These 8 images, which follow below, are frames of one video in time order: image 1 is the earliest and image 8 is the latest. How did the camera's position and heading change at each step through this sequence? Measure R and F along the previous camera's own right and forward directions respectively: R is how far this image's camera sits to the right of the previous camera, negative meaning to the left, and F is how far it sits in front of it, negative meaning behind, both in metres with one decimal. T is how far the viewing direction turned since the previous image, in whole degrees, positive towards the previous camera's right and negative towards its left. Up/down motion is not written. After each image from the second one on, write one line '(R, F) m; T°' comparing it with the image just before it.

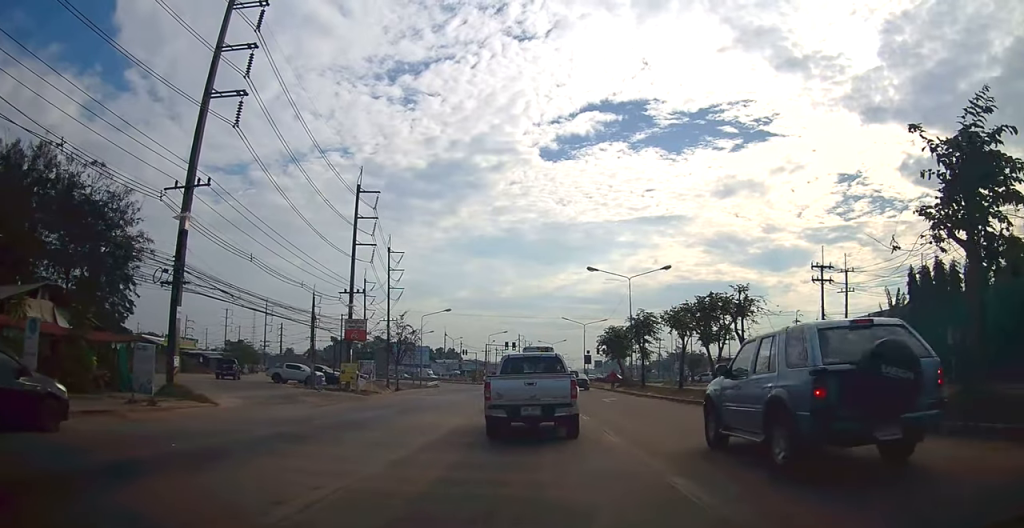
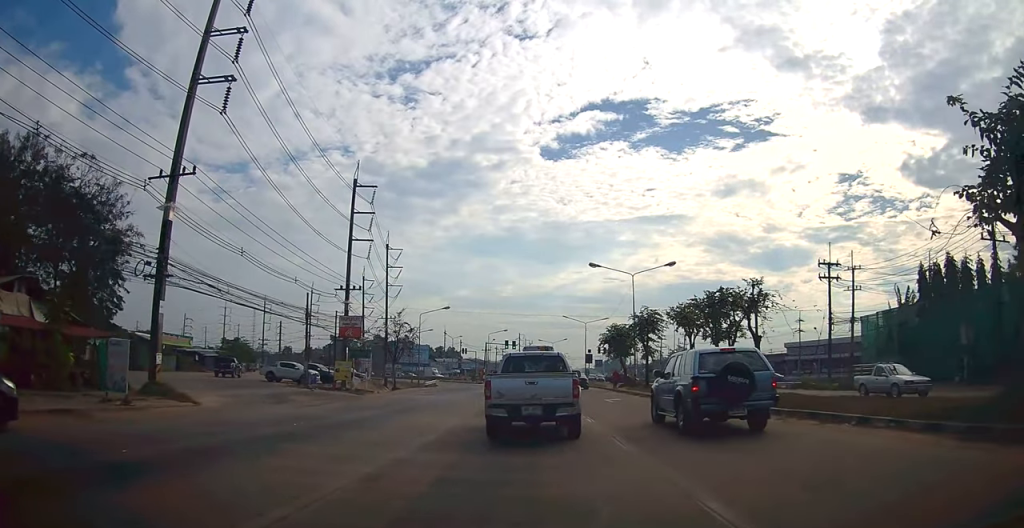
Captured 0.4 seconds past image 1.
(0.0, +1.3) m; 0°
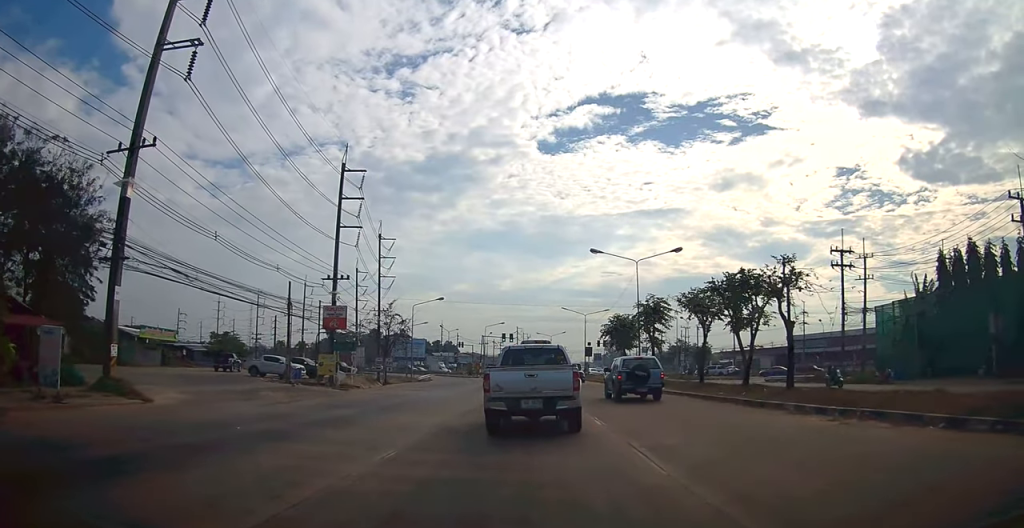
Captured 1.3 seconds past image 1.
(0.0, +2.8) m; +1°
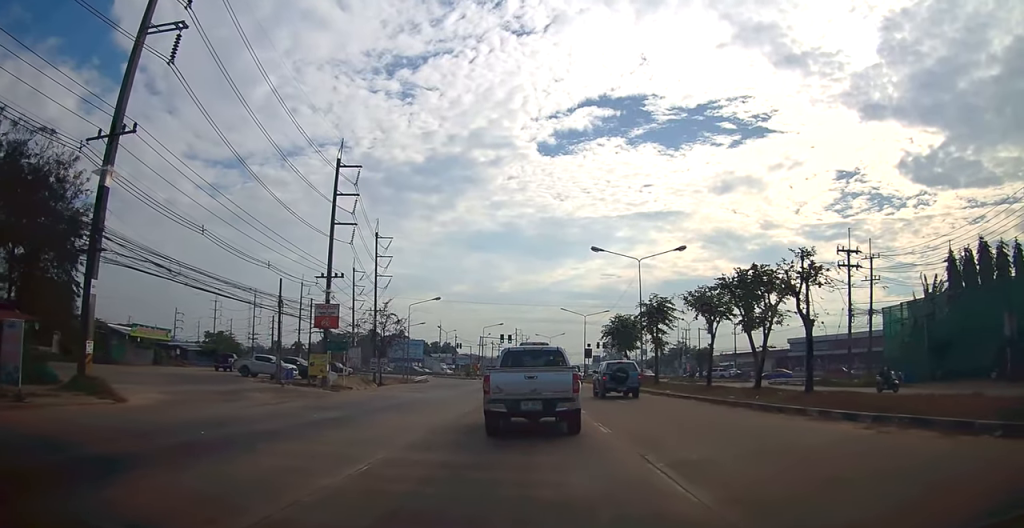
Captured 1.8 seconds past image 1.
(0.0, +1.3) m; +1°
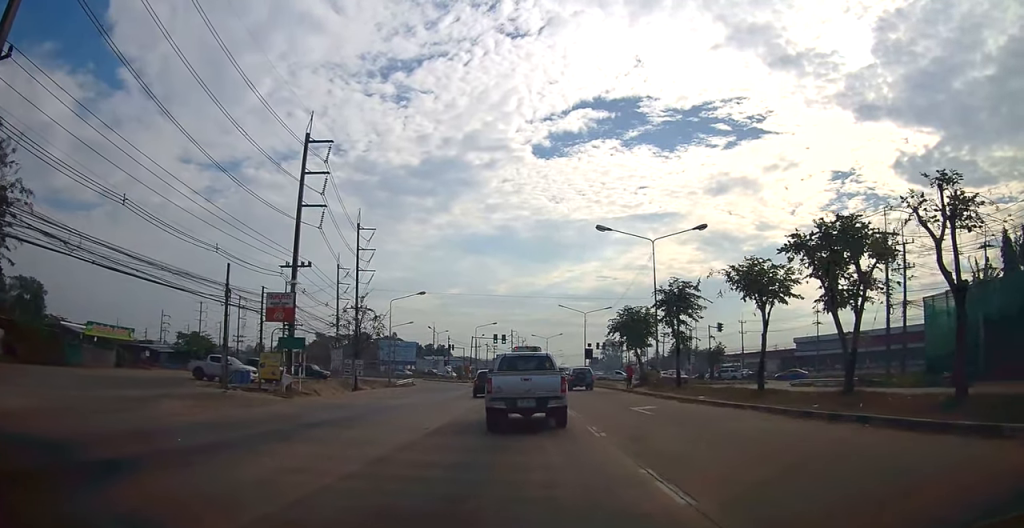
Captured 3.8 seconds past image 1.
(-0.1, +7.0) m; 0°
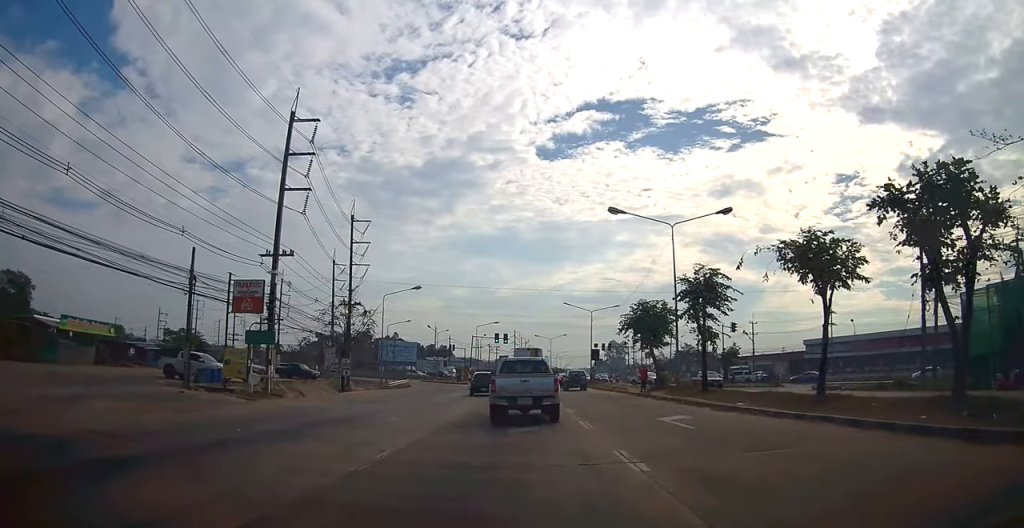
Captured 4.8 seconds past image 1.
(+0.1, +4.5) m; +1°
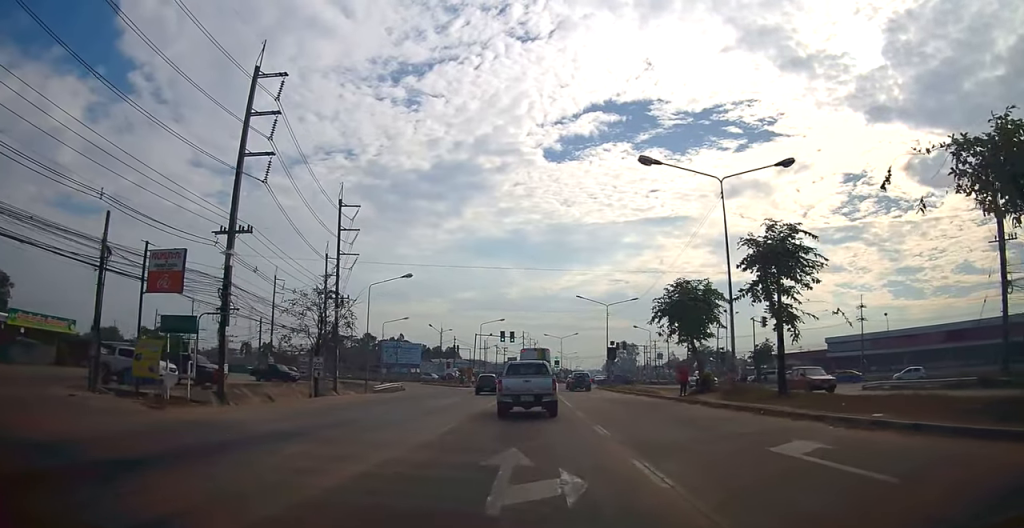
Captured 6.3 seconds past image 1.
(-0.1, +6.9) m; -1°
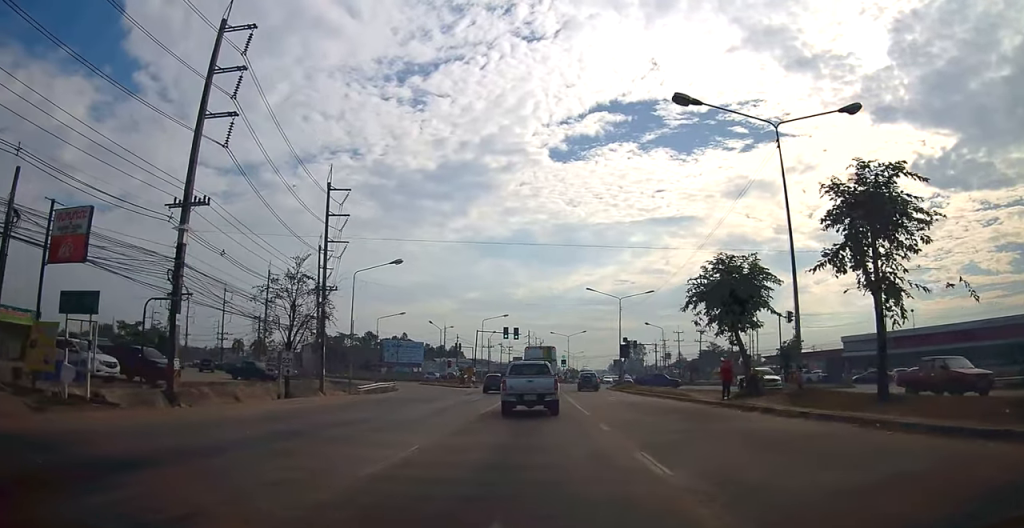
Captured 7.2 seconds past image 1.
(+0.1, +4.4) m; +1°
